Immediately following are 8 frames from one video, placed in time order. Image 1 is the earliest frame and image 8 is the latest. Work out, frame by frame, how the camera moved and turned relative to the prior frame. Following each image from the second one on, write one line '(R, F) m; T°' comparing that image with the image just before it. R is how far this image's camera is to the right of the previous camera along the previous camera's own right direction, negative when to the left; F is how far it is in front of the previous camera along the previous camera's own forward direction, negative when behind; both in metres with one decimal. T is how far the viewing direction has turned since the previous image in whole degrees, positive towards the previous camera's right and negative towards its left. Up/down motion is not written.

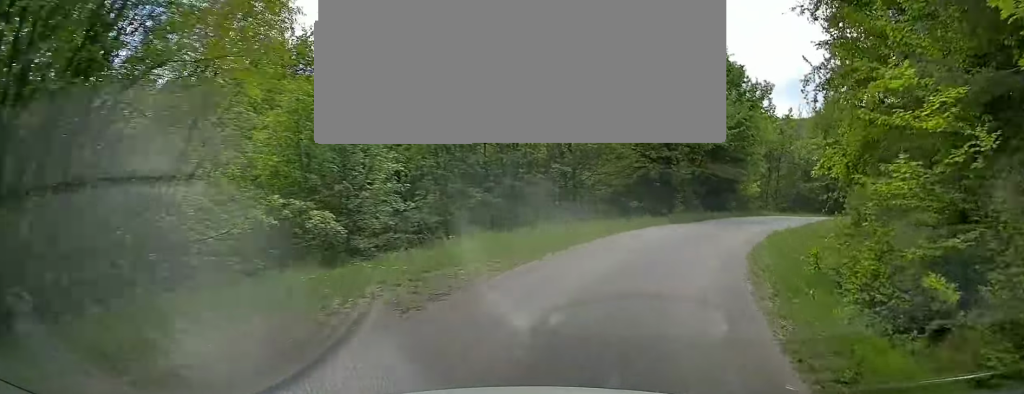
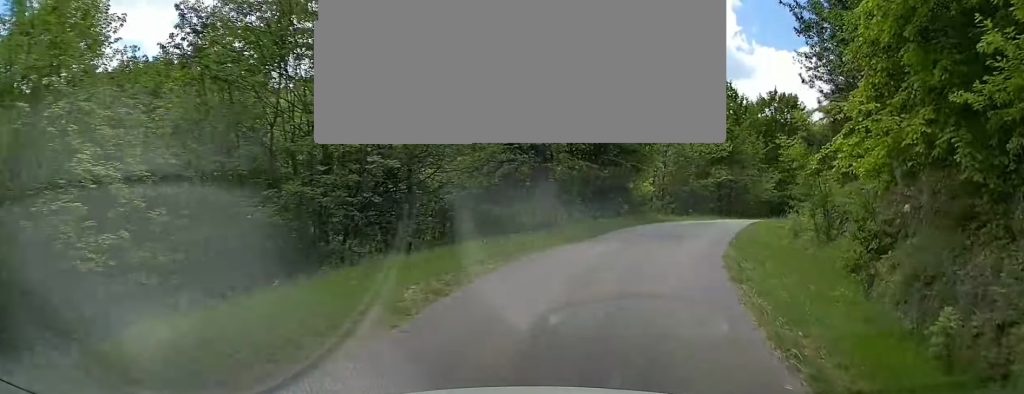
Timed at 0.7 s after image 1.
(-0.2, +6.5) m; +8°
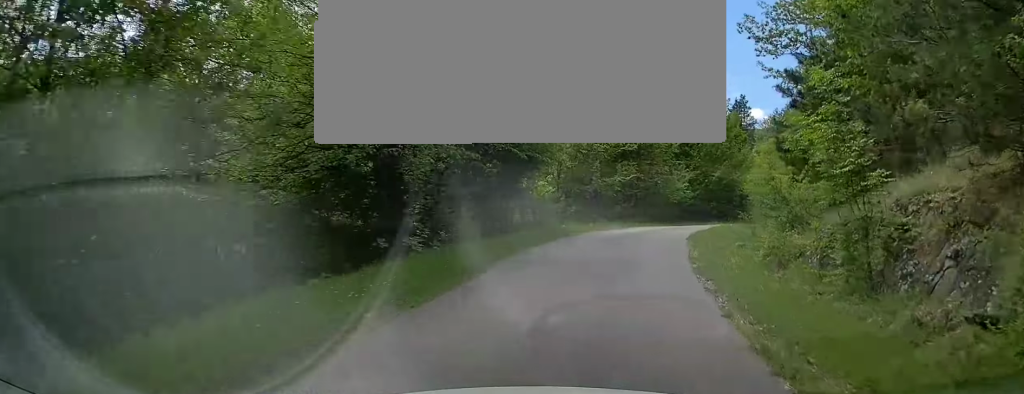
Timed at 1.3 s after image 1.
(+1.0, +6.4) m; +5°
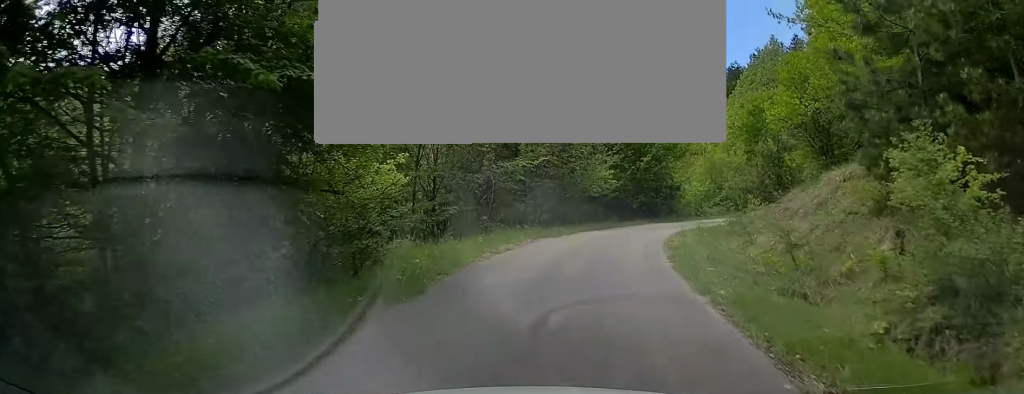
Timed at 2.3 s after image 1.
(+0.4, +9.8) m; +6°
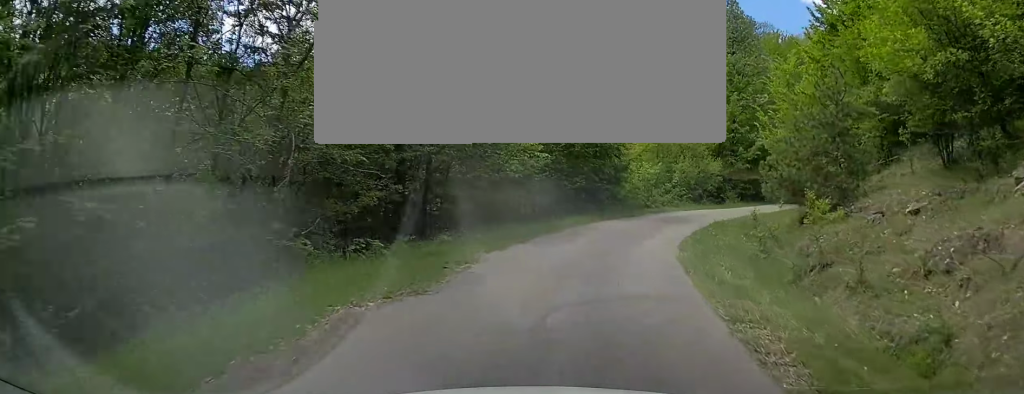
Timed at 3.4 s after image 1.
(+0.8, +10.7) m; +8°
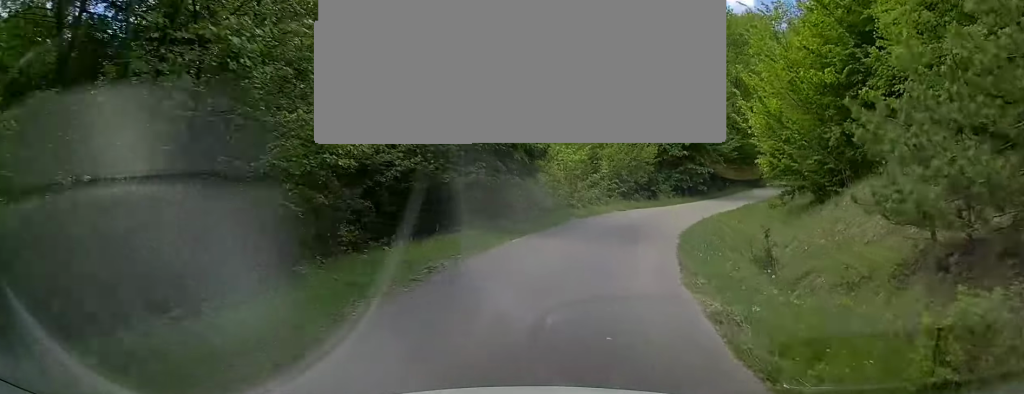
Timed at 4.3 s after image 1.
(+0.4, +8.4) m; +7°
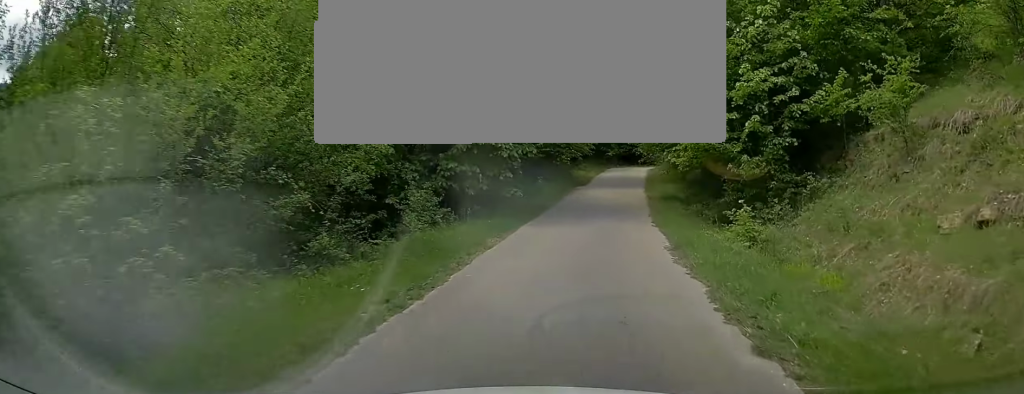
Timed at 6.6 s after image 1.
(+5.6, +21.4) m; +31°
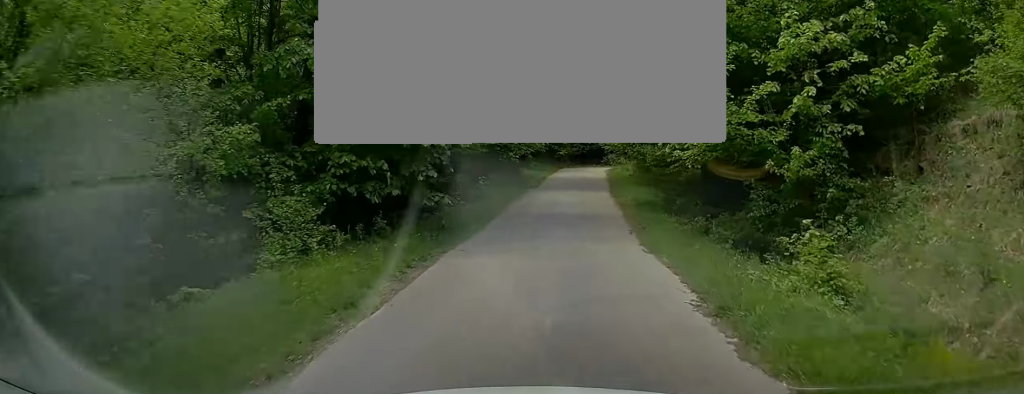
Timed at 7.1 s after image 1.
(+0.4, +5.0) m; +4°
